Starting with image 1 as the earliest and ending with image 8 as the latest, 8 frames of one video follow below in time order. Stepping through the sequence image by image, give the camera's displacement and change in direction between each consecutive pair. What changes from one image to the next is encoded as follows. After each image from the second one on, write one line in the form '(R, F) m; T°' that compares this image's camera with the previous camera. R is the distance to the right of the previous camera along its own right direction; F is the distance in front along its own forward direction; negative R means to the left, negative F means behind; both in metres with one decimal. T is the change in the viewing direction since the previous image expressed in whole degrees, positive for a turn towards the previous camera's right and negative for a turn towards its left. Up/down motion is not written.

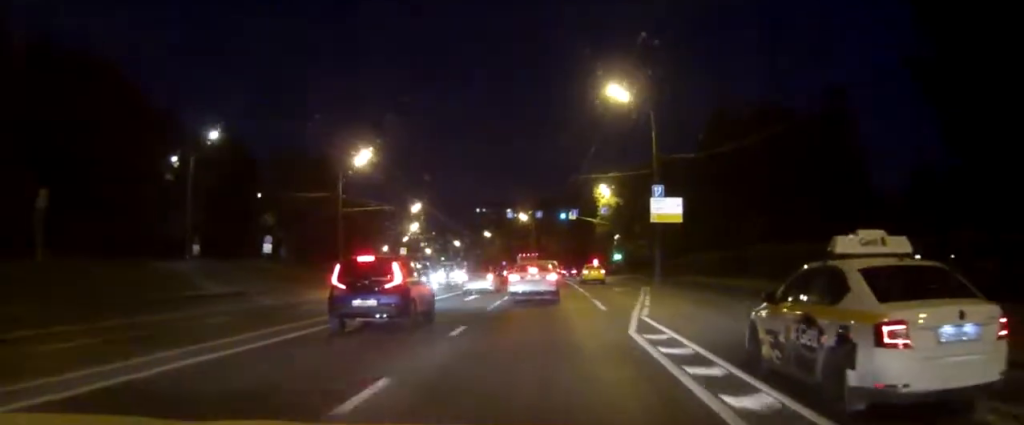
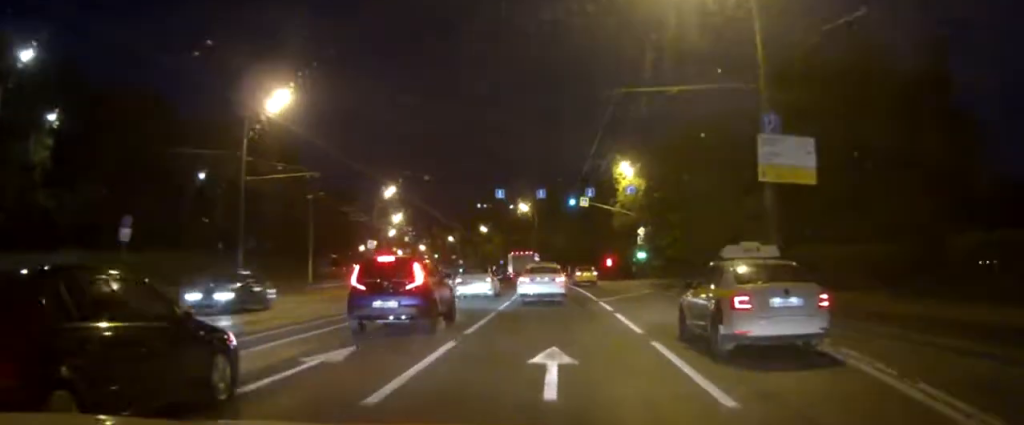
(-0.4, +23.8) m; -1°
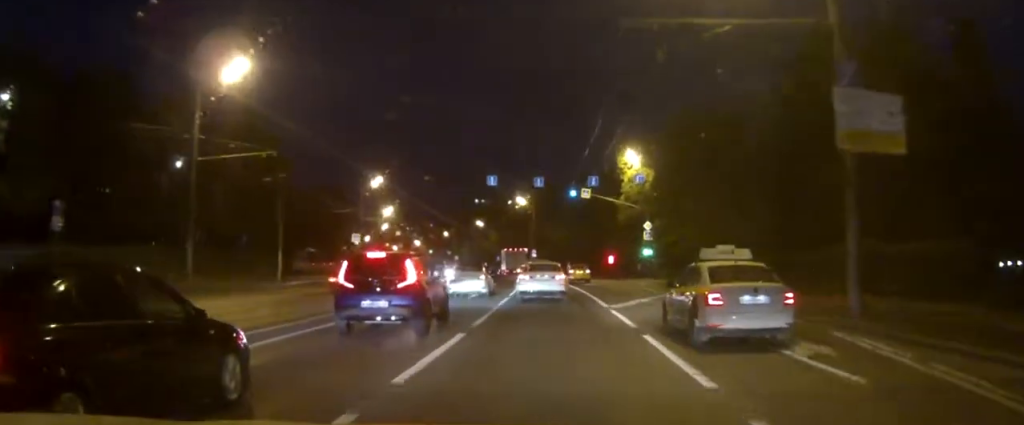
(+0.1, +6.8) m; 0°
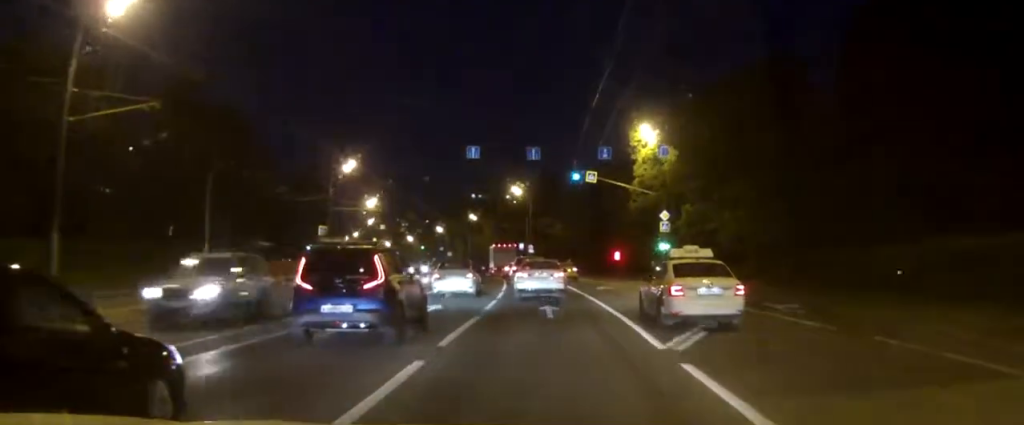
(0.0, +12.6) m; 0°
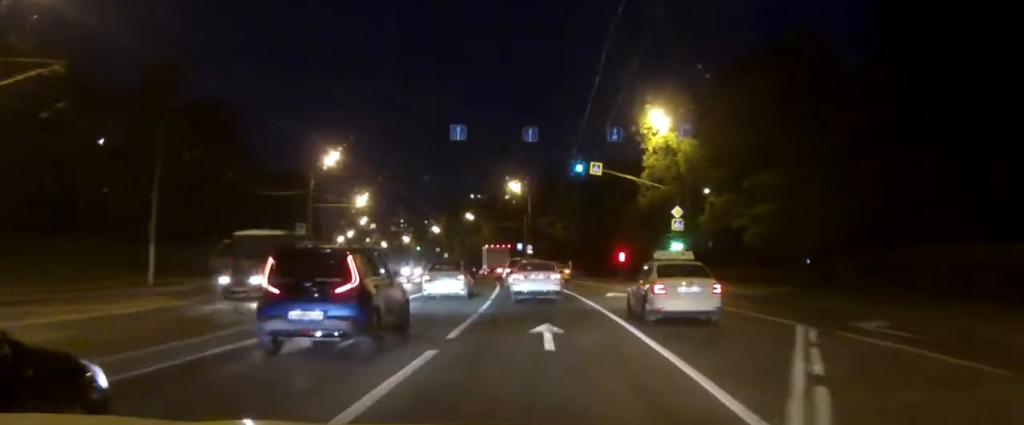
(0.0, +6.9) m; 0°
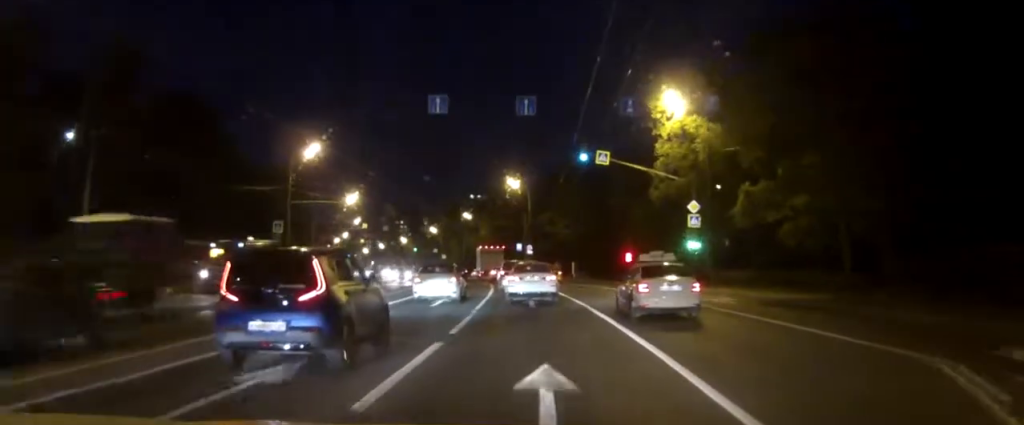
(0.0, +6.7) m; 0°
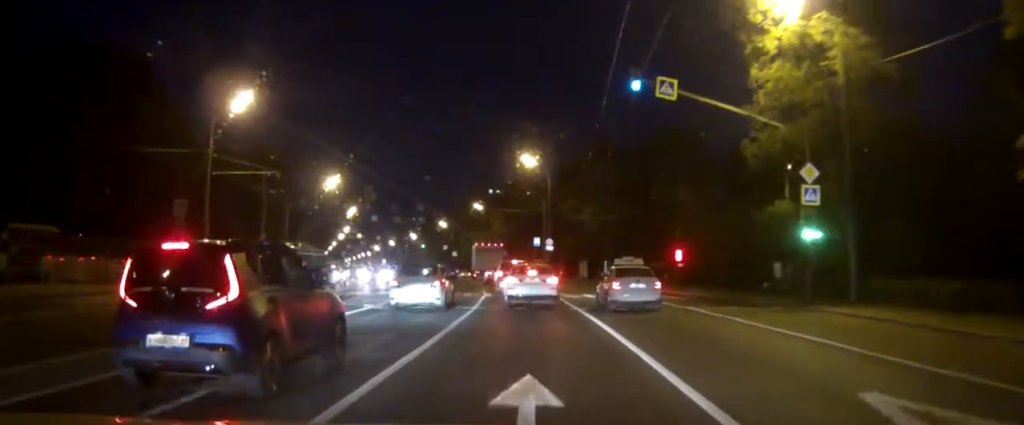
(-0.2, +21.2) m; -2°
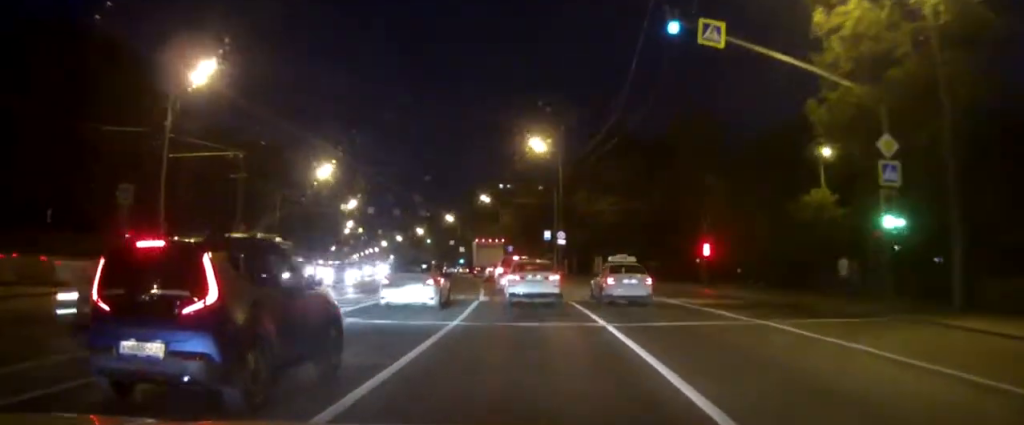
(-0.1, +7.4) m; -1°
